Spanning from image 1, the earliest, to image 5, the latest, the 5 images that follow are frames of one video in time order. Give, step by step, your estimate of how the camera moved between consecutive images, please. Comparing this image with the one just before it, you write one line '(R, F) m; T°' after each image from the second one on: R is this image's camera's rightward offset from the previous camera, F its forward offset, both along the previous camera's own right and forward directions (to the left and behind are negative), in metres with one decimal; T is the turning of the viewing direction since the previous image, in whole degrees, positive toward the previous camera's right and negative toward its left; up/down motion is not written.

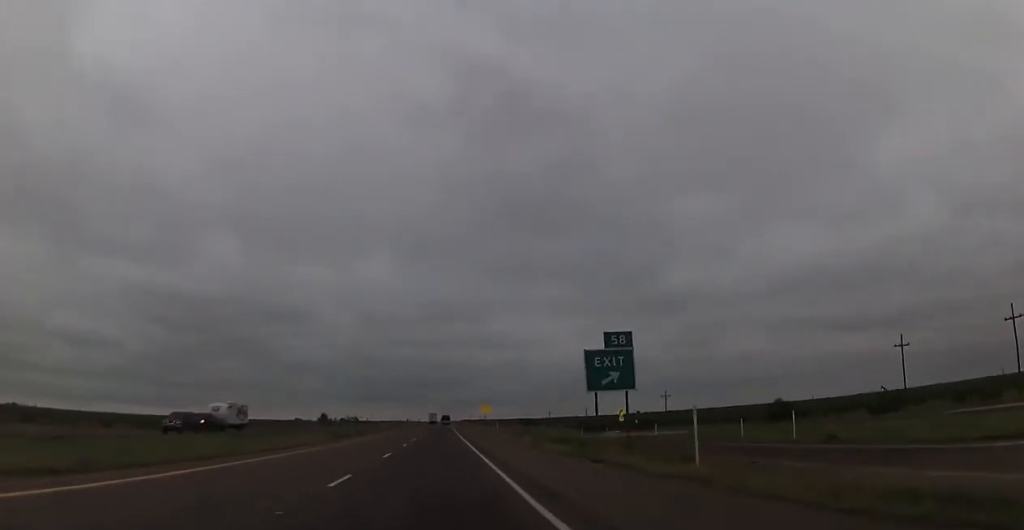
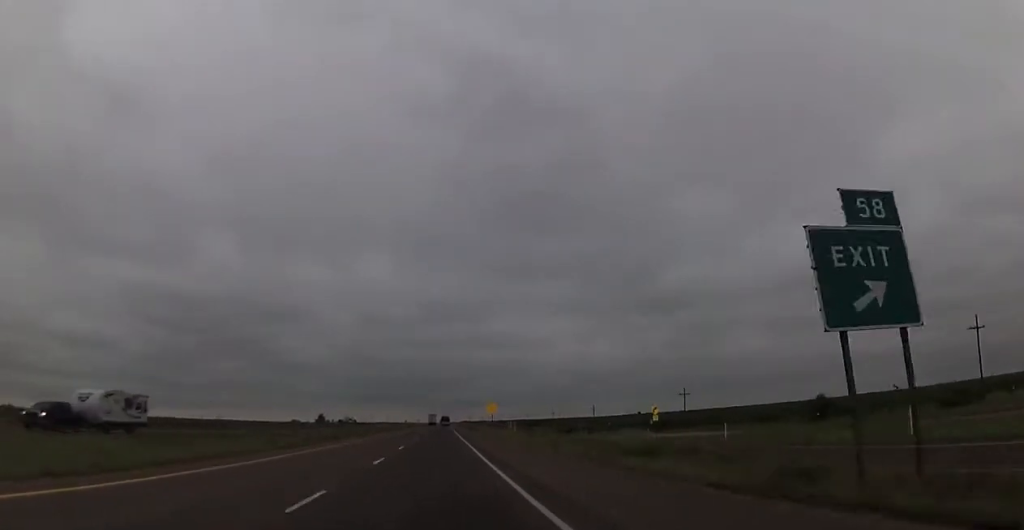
(0.0, +15.9) m; 0°
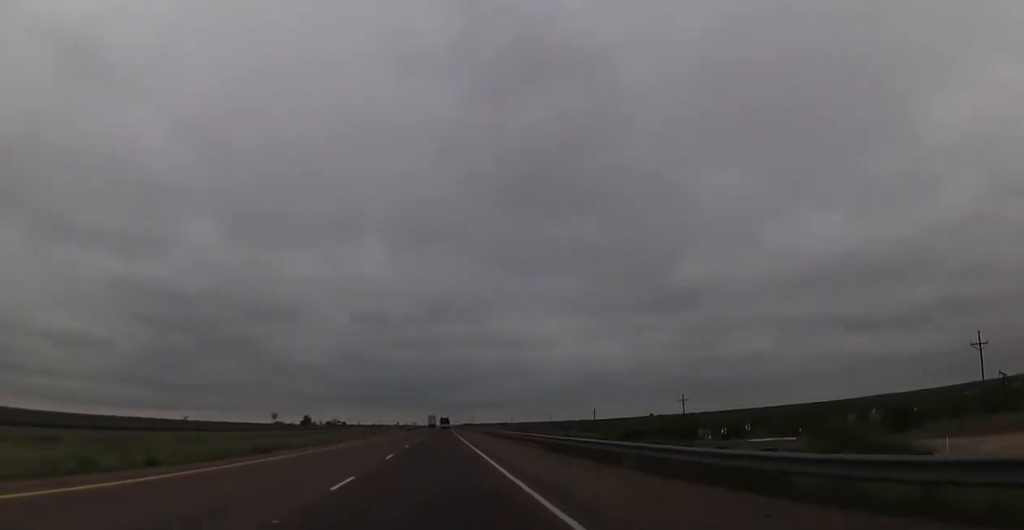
(-1.1, +106.0) m; 0°
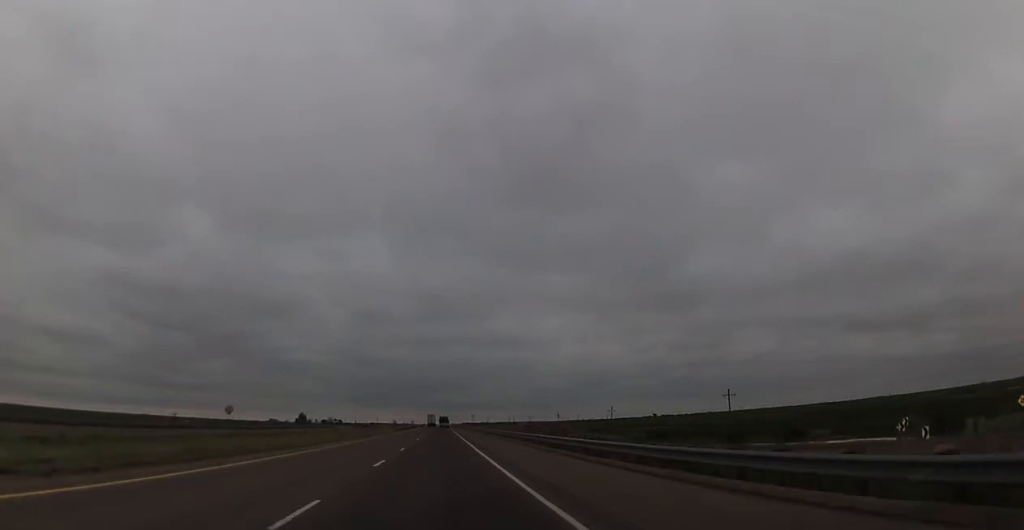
(+0.1, +29.1) m; 0°
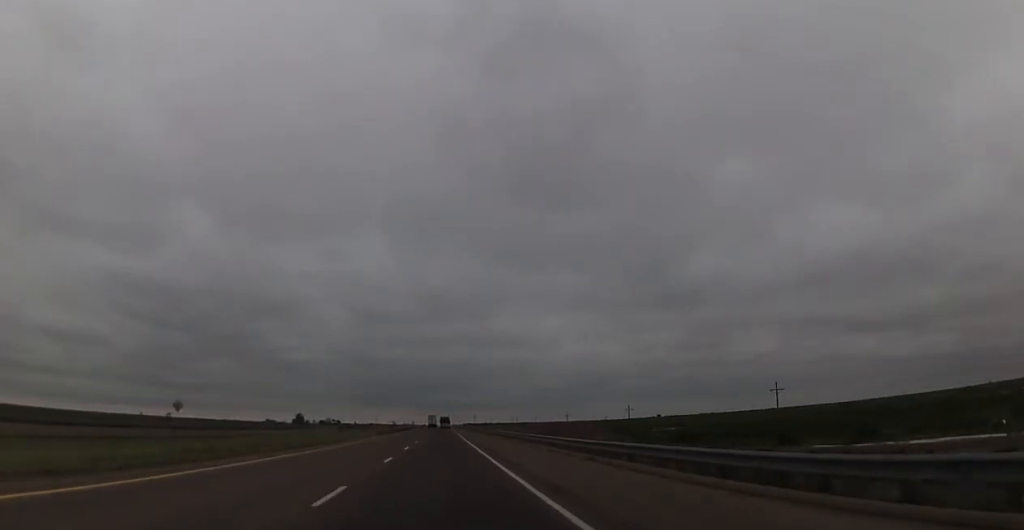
(0.0, +21.8) m; 0°
